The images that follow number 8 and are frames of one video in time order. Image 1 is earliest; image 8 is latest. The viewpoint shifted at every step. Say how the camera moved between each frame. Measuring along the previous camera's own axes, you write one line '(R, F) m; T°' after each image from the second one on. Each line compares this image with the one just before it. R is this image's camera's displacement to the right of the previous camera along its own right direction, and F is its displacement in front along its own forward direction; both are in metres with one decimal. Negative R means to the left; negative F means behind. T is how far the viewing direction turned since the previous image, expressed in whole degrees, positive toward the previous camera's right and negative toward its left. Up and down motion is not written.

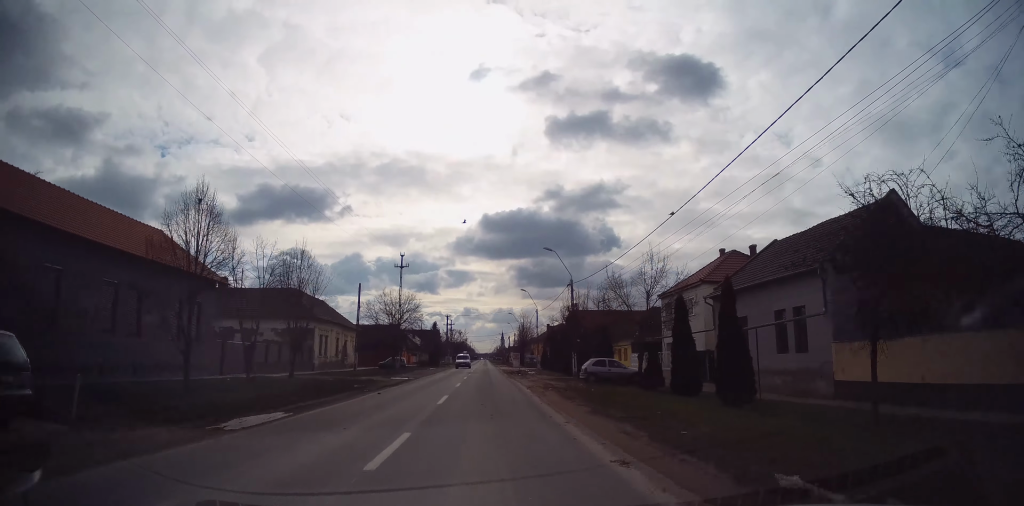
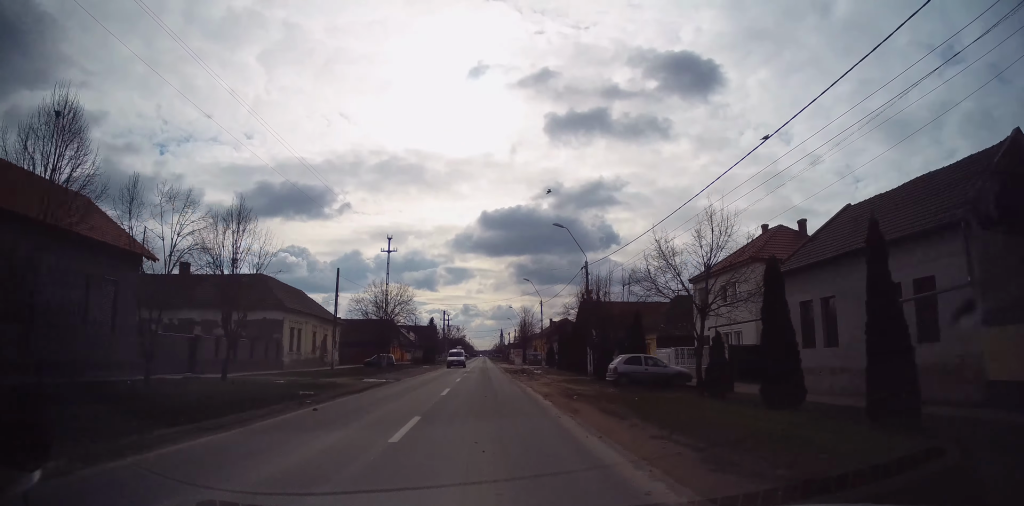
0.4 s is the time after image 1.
(-0.1, +7.3) m; 0°
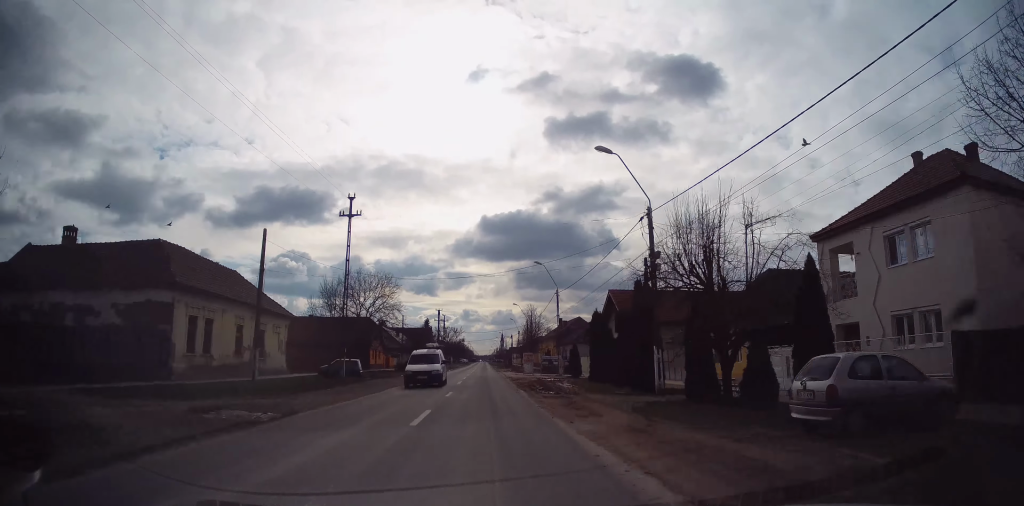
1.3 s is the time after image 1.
(0.0, +15.2) m; 0°
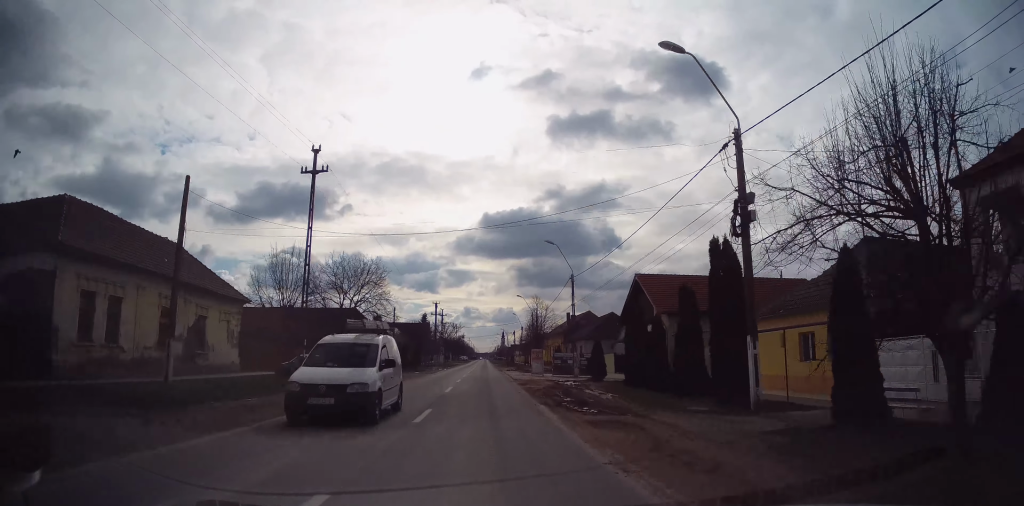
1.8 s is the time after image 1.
(+0.2, +8.4) m; 0°
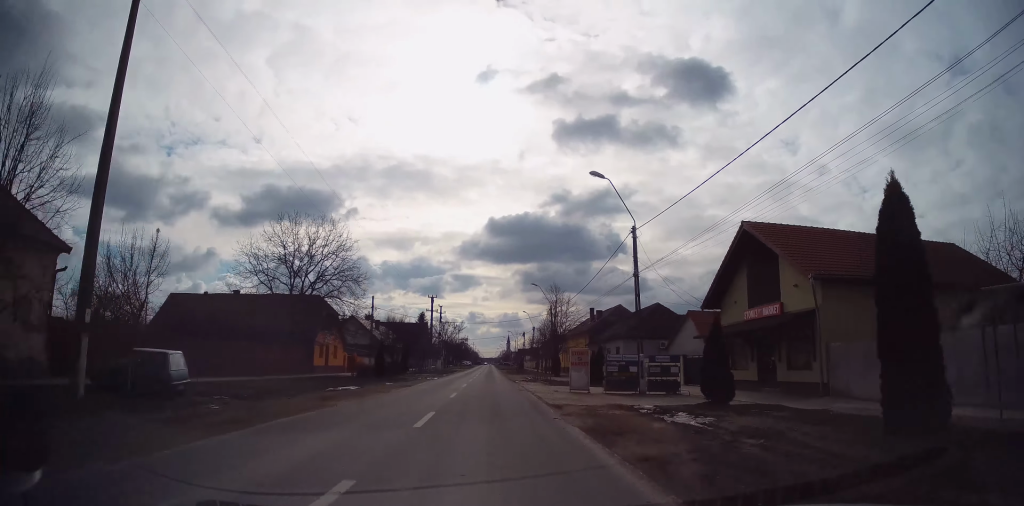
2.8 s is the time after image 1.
(-0.5, +17.0) m; 0°
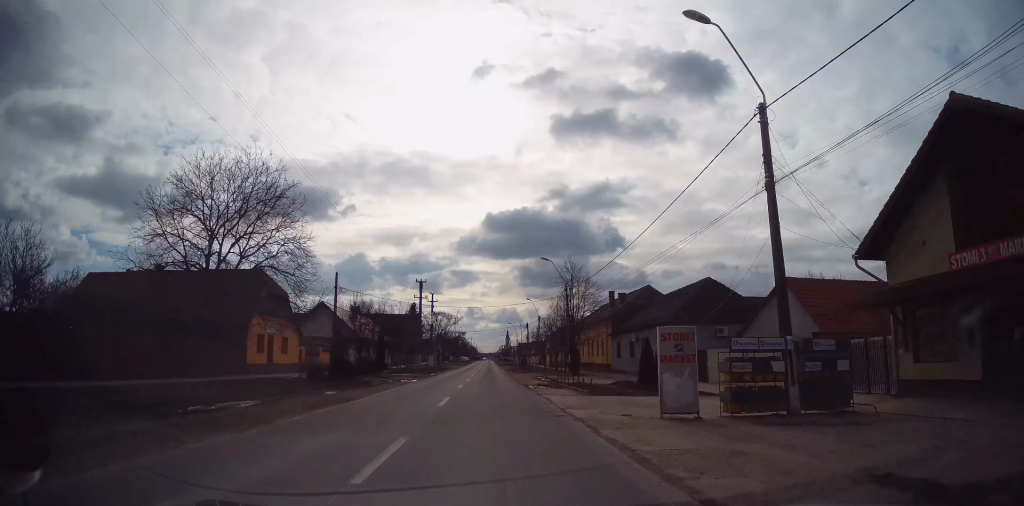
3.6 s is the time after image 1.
(+0.3, +13.2) m; +1°
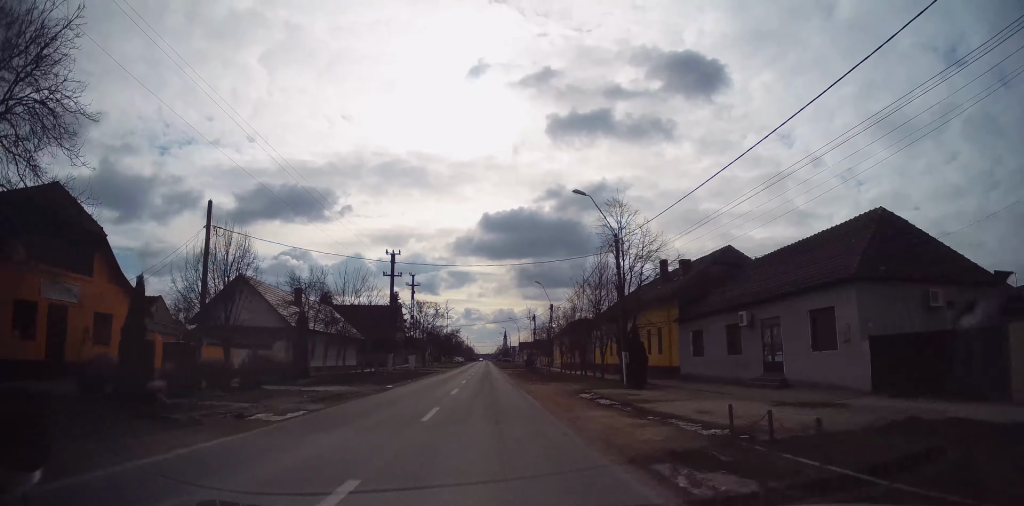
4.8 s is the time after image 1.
(0.0, +20.5) m; -1°
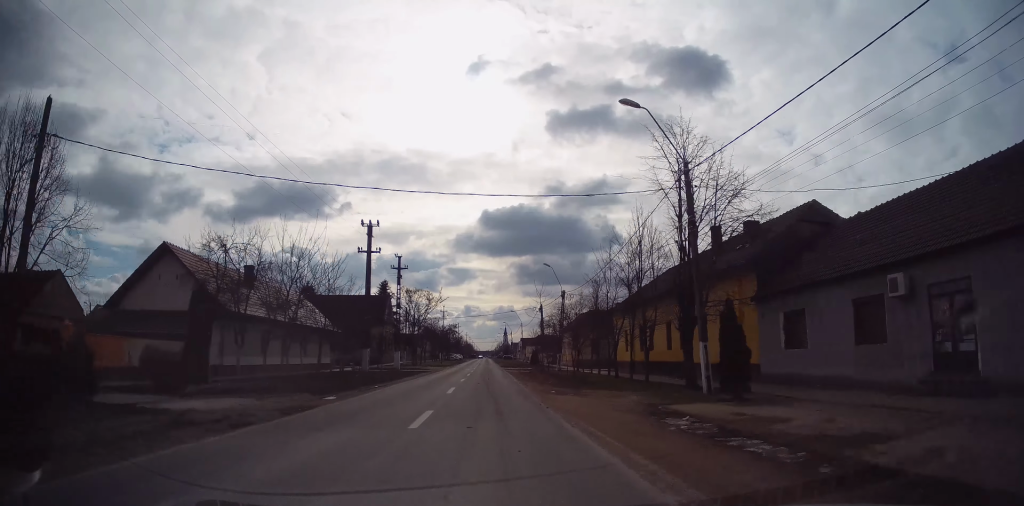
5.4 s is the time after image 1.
(-0.1, +10.7) m; 0°
